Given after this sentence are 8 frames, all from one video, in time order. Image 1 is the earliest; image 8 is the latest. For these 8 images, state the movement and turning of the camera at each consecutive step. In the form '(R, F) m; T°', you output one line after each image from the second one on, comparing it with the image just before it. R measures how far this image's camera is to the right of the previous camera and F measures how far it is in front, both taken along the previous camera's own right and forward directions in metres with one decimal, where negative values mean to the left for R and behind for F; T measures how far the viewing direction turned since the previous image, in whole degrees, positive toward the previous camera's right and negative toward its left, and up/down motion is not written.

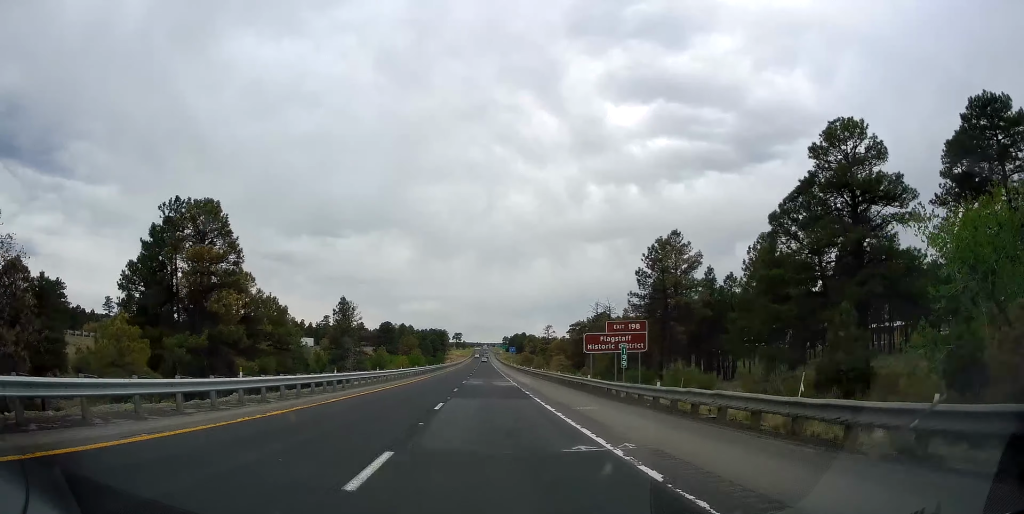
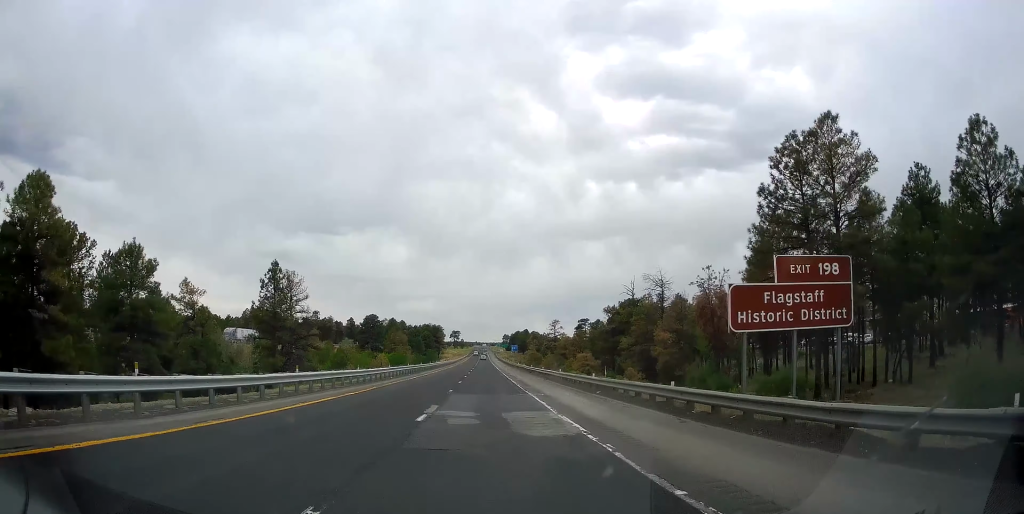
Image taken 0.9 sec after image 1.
(-0.3, +28.6) m; 0°
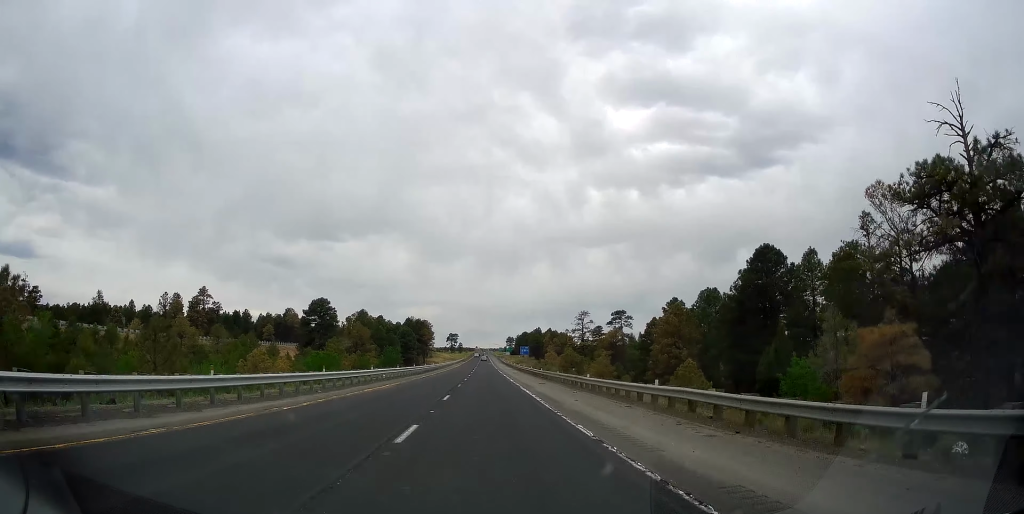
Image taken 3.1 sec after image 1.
(+1.3, +65.7) m; 0°
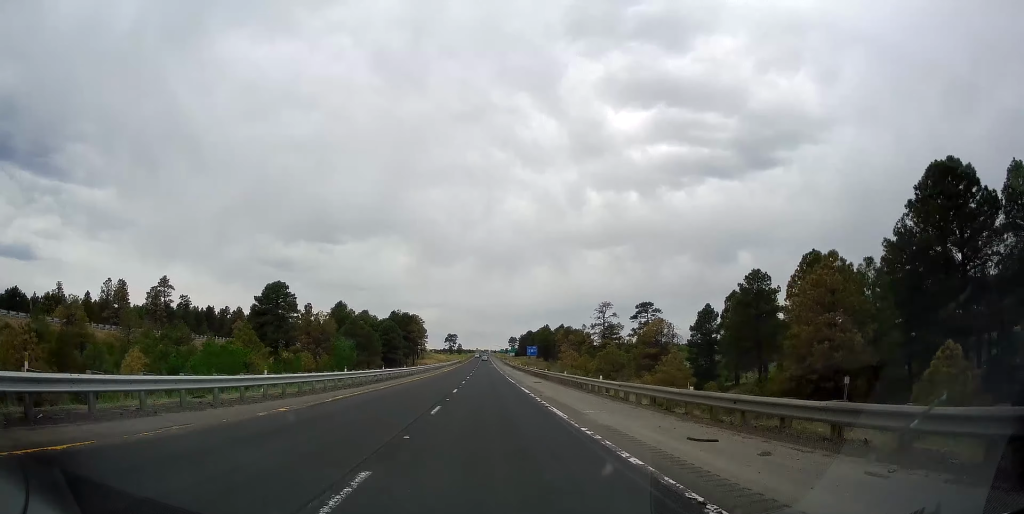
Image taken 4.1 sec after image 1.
(-0.7, +30.1) m; -1°
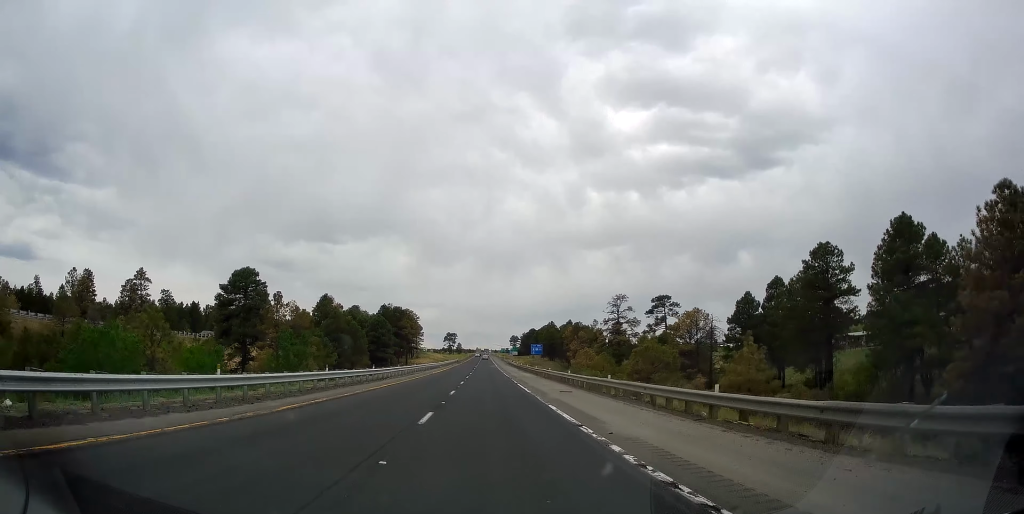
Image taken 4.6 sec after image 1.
(-0.1, +15.0) m; 0°
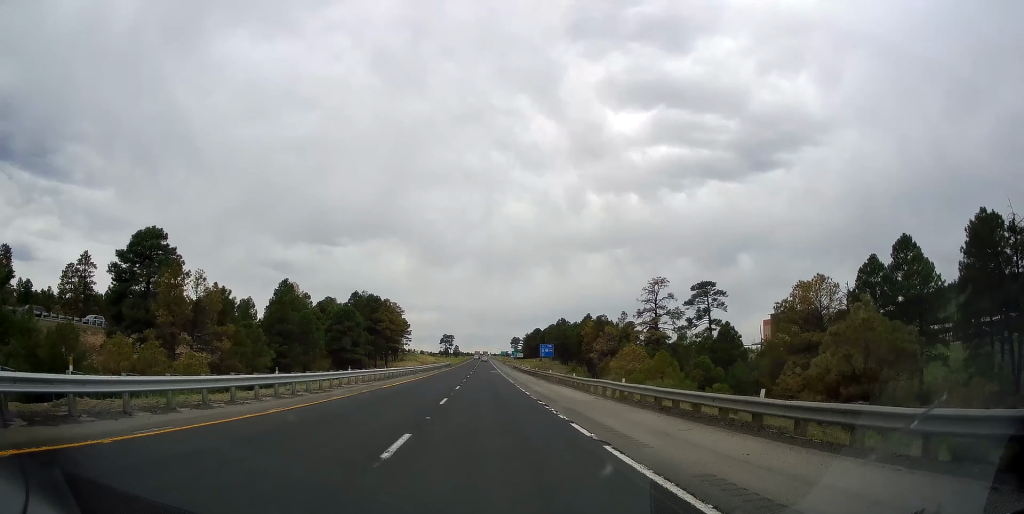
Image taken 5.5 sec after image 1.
(+0.5, +29.0) m; +1°
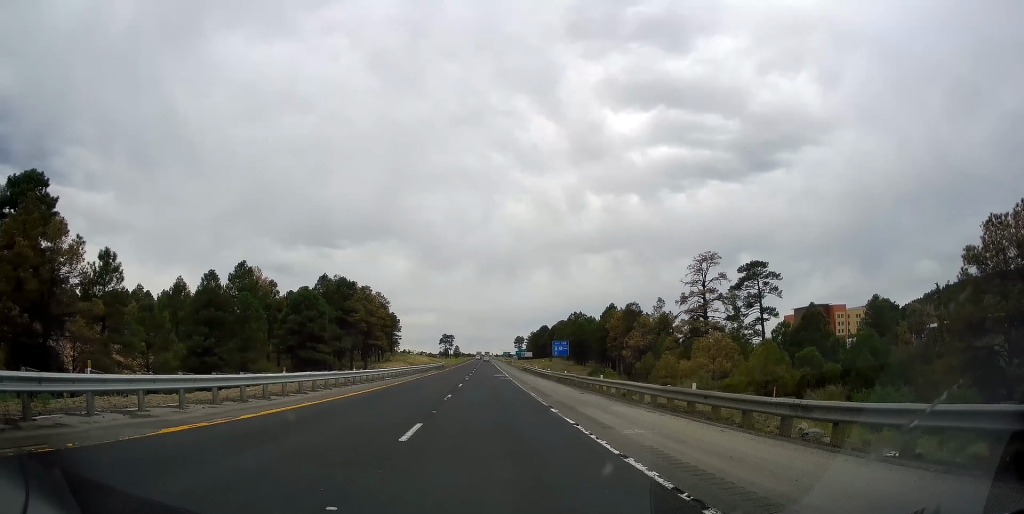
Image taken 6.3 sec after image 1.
(-0.1, +22.2) m; 0°
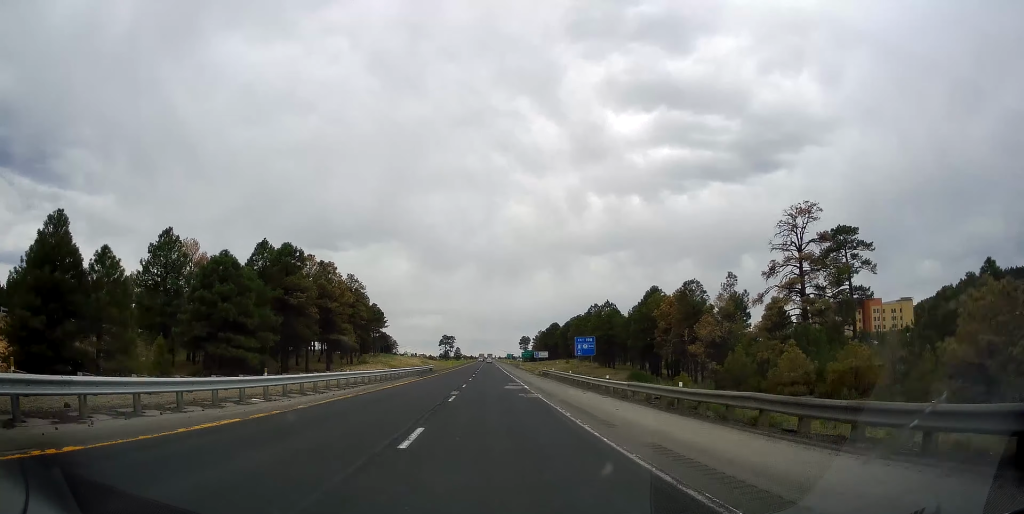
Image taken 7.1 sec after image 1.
(+0.1, +25.0) m; 0°
